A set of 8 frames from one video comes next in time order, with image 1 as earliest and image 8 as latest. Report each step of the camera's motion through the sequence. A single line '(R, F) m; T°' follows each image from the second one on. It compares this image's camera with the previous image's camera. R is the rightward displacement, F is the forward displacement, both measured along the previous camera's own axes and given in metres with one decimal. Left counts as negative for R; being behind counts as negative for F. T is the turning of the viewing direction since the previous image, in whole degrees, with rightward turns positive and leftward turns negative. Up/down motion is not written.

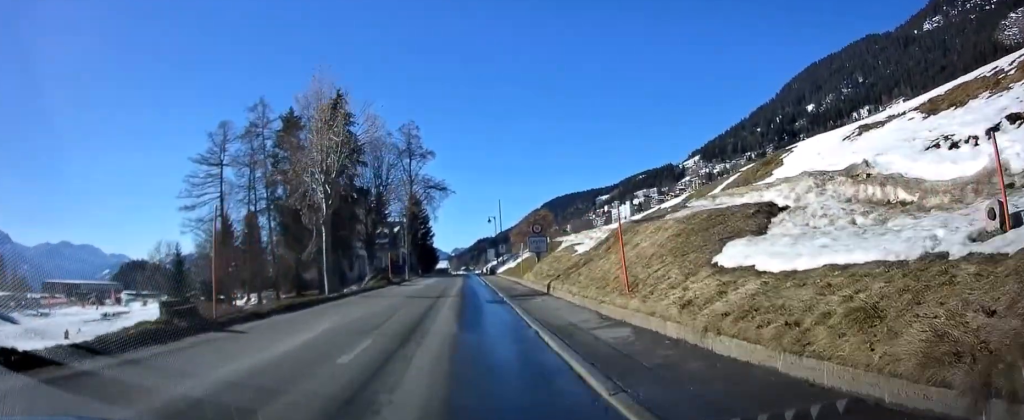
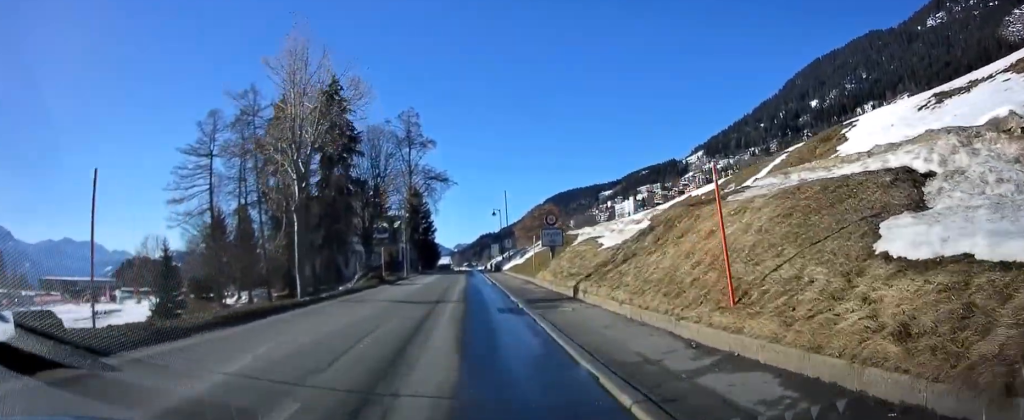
(0.0, +4.6) m; 0°
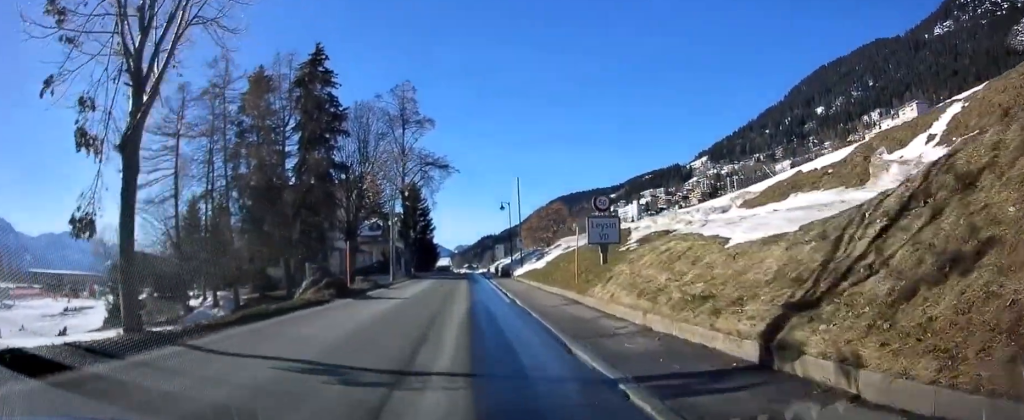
(+0.3, +10.7) m; 0°
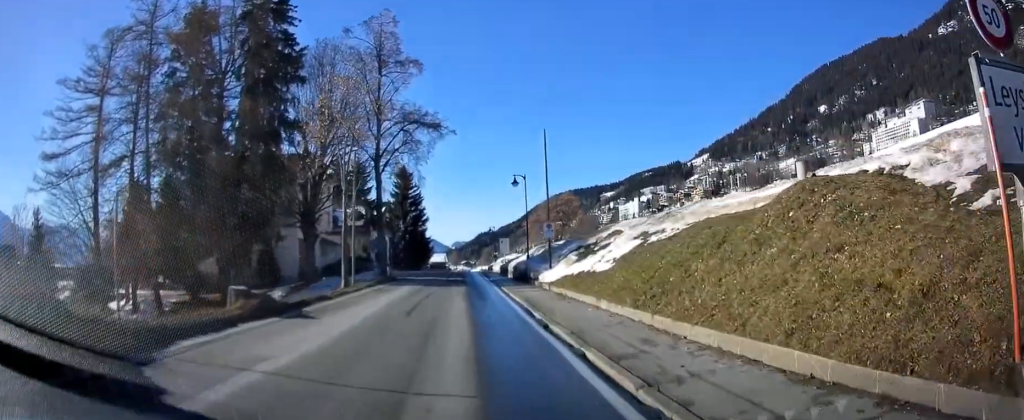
(-0.5, +15.8) m; -1°
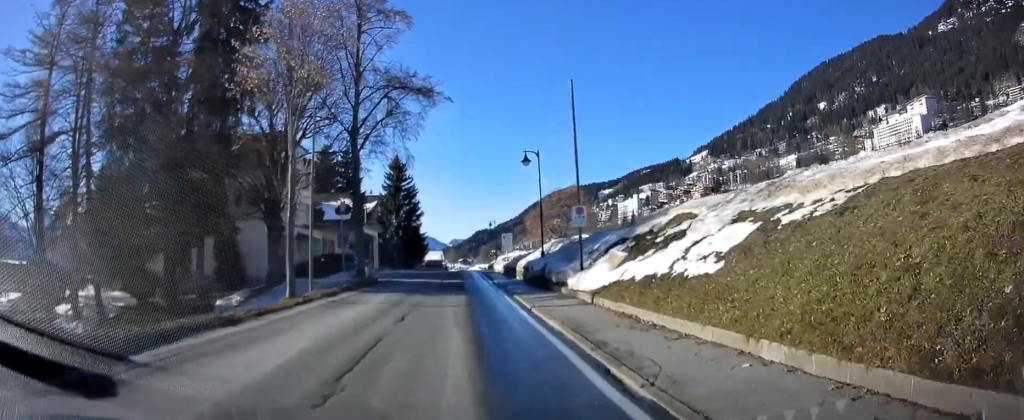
(+0.1, +8.0) m; +1°
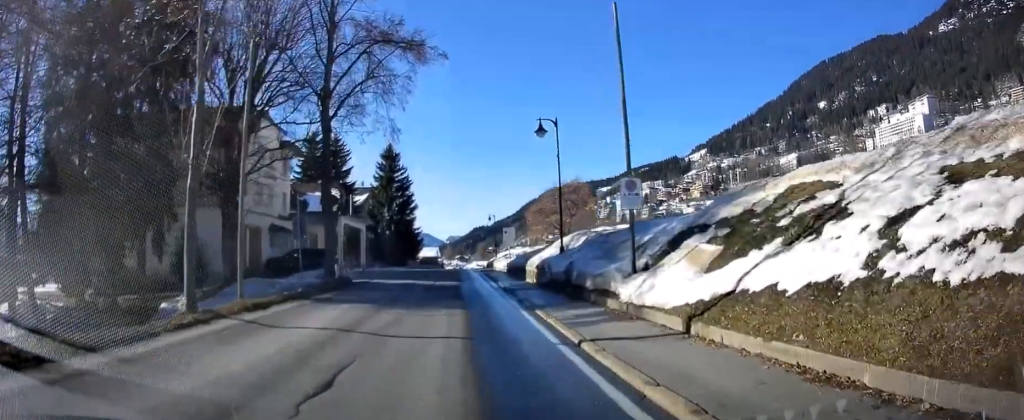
(+0.1, +6.9) m; 0°
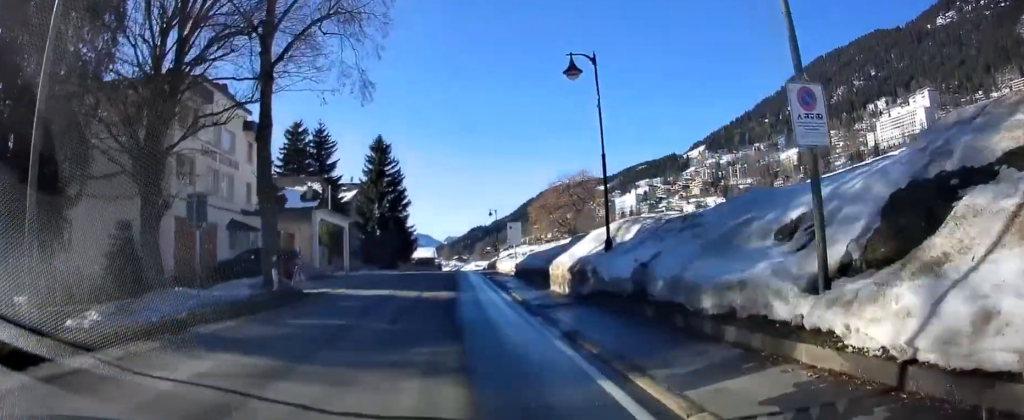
(0.0, +7.7) m; 0°
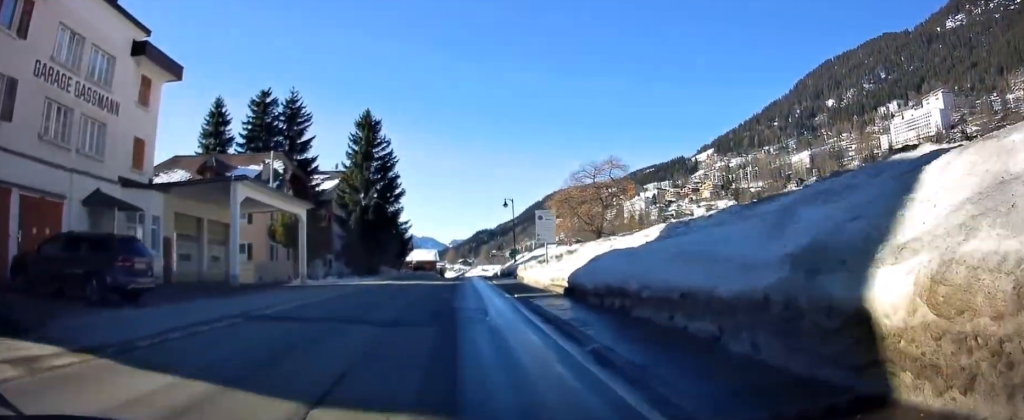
(0.0, +16.4) m; -1°
